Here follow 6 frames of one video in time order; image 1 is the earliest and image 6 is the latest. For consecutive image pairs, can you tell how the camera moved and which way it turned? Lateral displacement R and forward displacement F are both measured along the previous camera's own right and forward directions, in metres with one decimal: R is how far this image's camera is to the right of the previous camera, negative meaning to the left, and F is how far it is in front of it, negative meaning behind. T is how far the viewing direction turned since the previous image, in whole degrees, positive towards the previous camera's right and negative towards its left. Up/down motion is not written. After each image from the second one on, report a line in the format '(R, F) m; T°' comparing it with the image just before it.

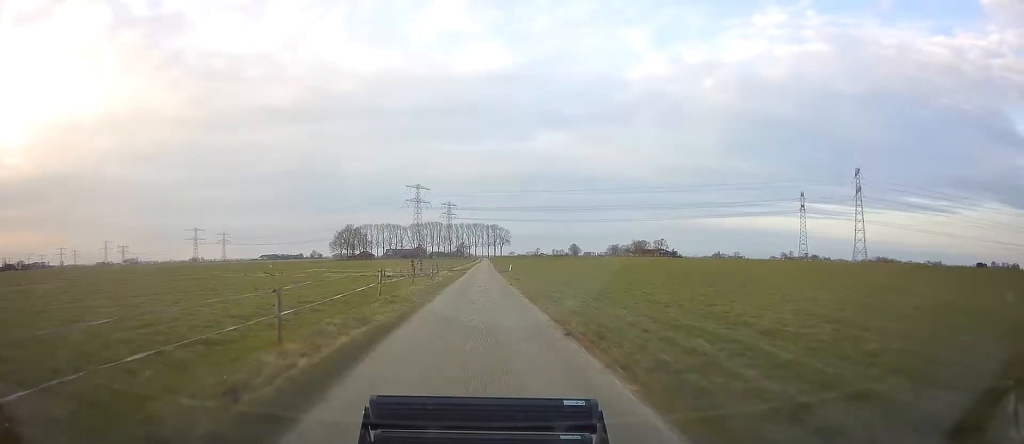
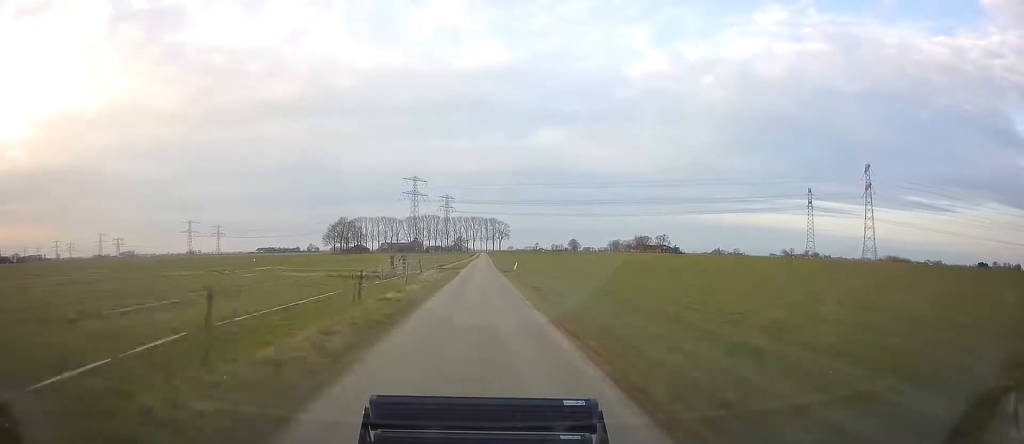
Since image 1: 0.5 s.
(+0.1, +12.1) m; 0°
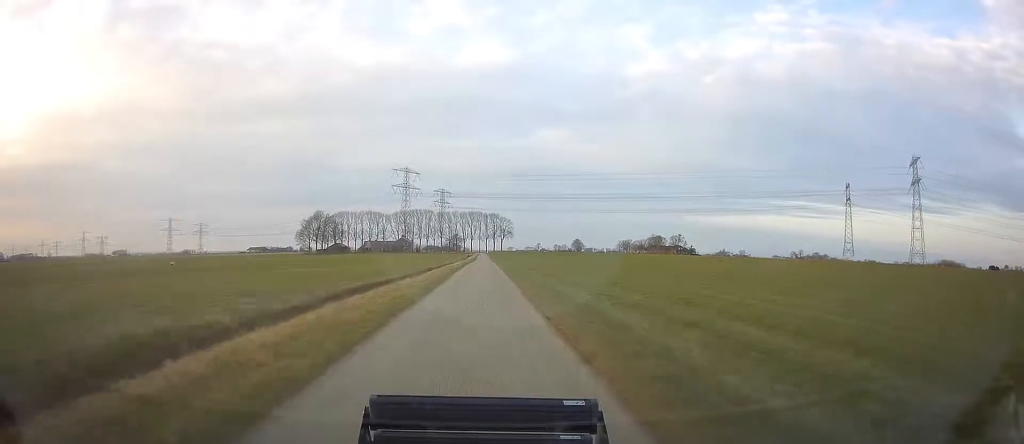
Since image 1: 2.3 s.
(+0.1, +50.2) m; 0°
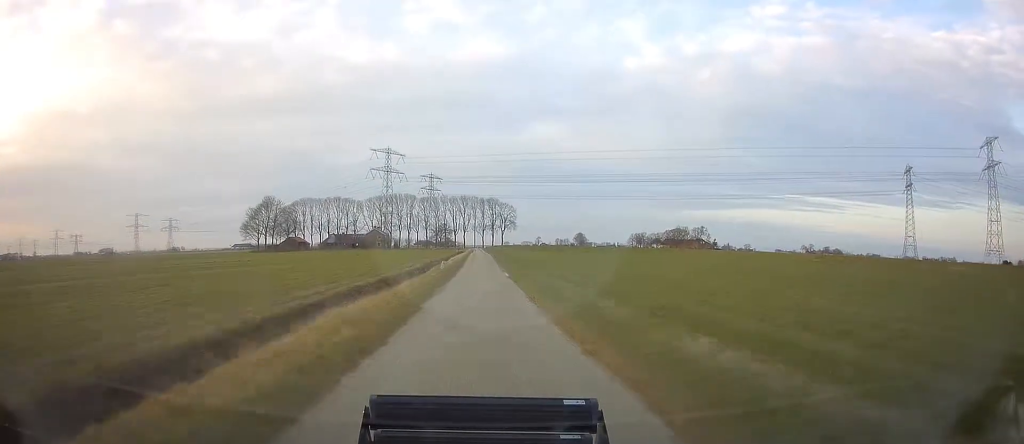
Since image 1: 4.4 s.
(0.0, +66.8) m; 0°
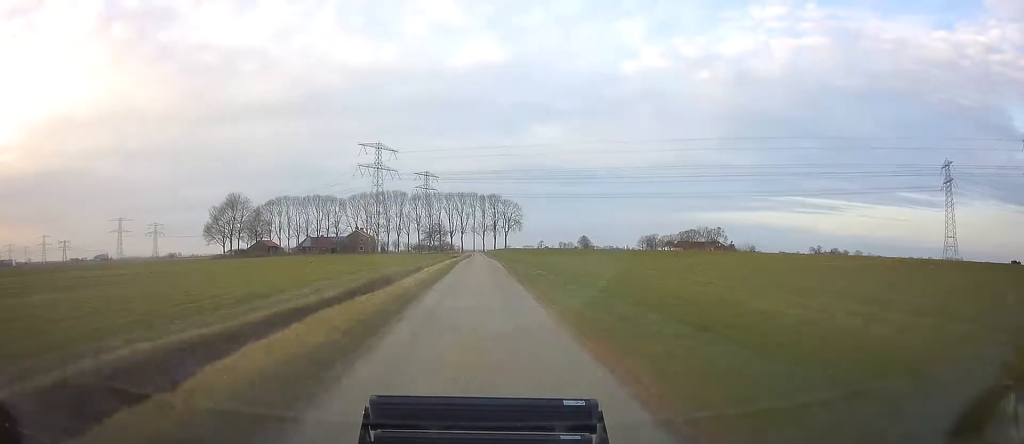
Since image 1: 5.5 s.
(0.0, +34.0) m; 0°
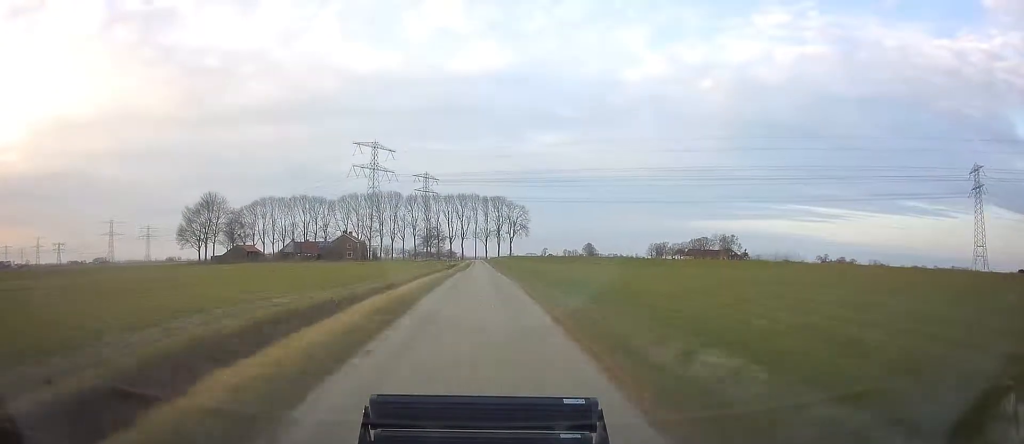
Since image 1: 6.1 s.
(0.0, +20.4) m; 0°
